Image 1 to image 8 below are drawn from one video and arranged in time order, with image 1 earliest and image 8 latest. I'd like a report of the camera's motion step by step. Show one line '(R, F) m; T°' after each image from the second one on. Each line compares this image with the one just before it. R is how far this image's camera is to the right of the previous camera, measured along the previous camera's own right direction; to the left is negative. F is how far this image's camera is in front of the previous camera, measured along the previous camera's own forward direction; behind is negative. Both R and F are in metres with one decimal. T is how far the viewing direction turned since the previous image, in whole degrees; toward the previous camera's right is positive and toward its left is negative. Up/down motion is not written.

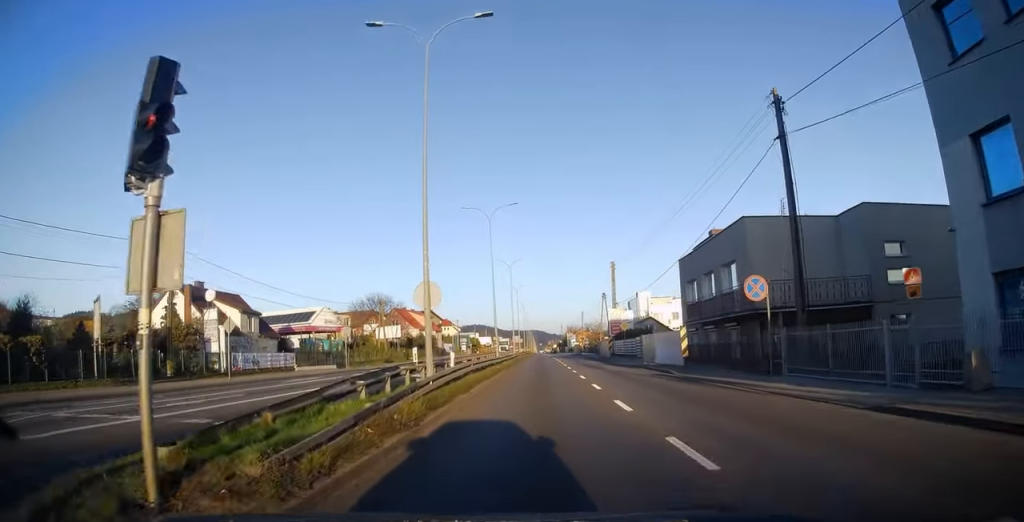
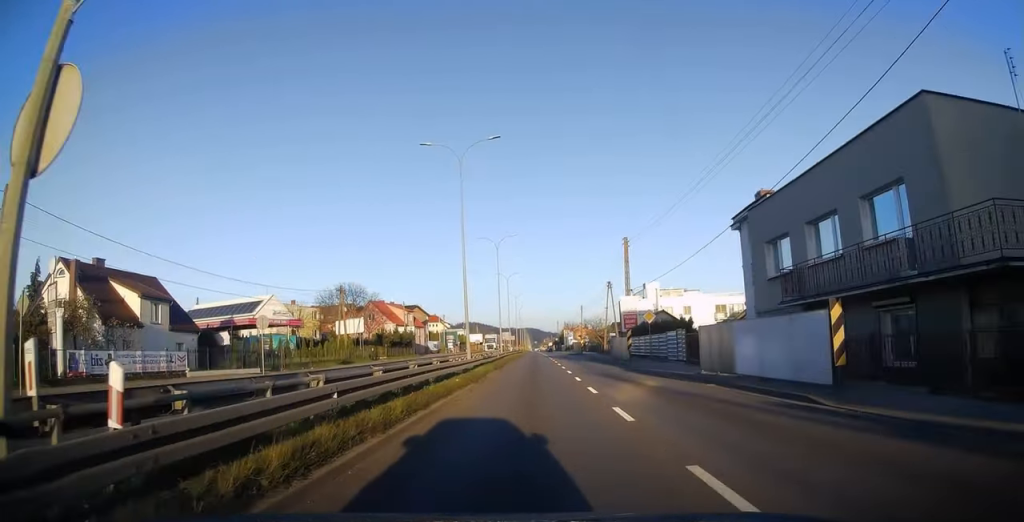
(0.0, +13.8) m; 0°
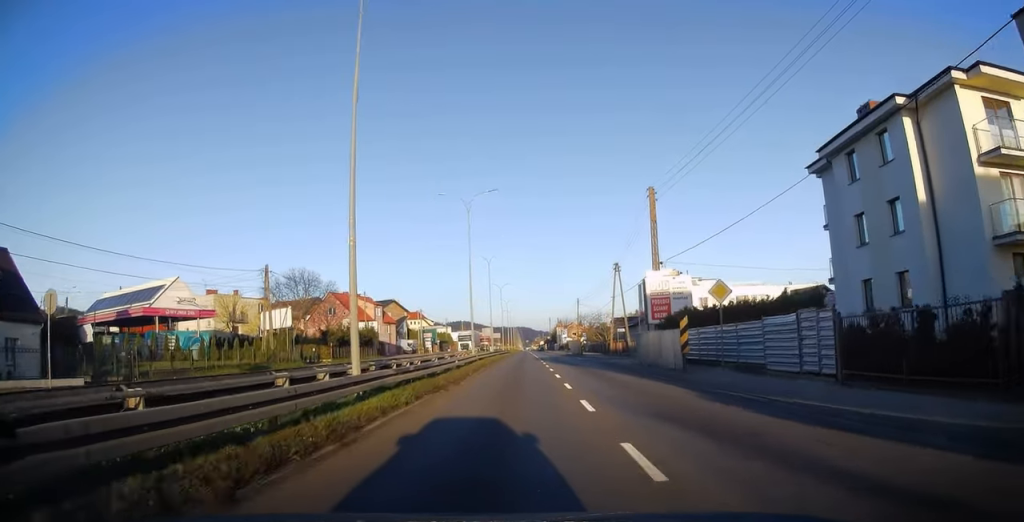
(+0.1, +16.3) m; +1°
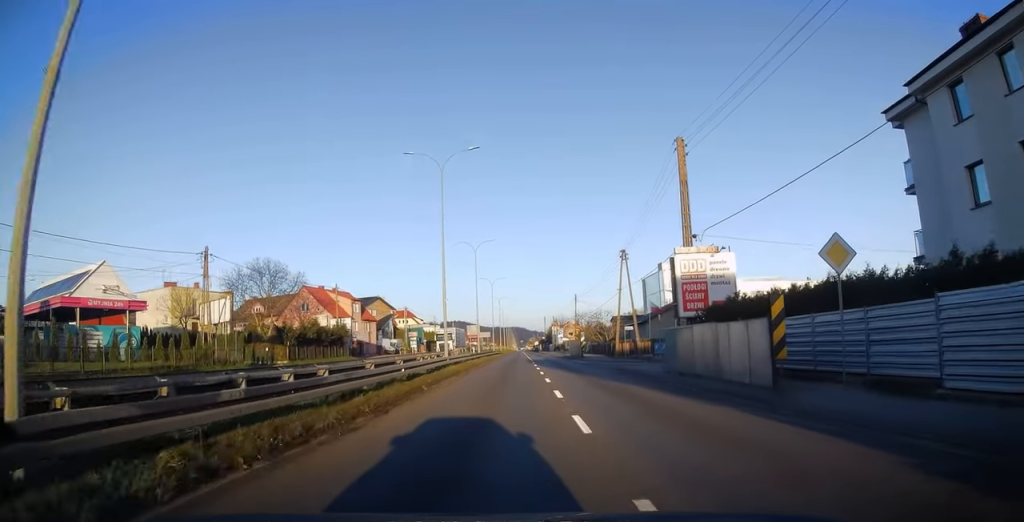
(+0.1, +8.9) m; 0°
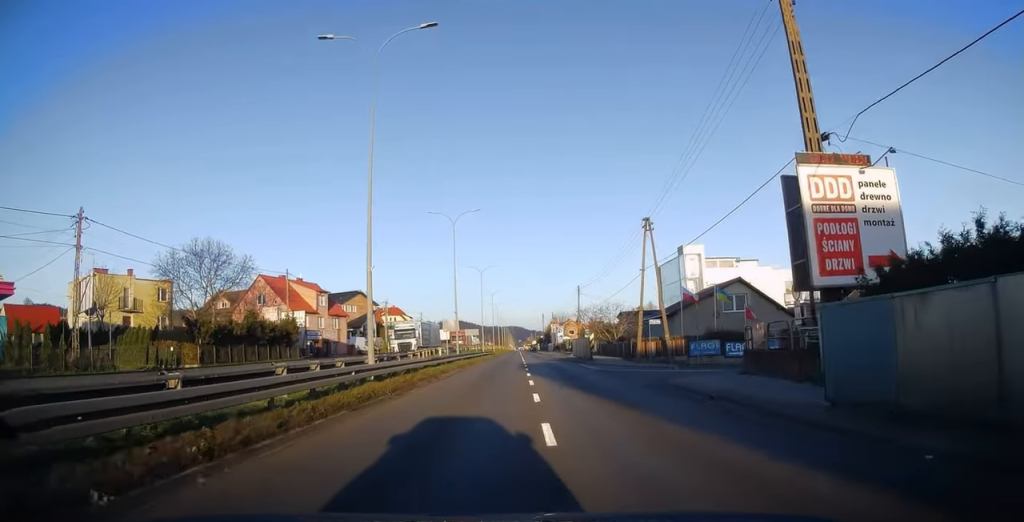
(+0.1, +13.0) m; 0°
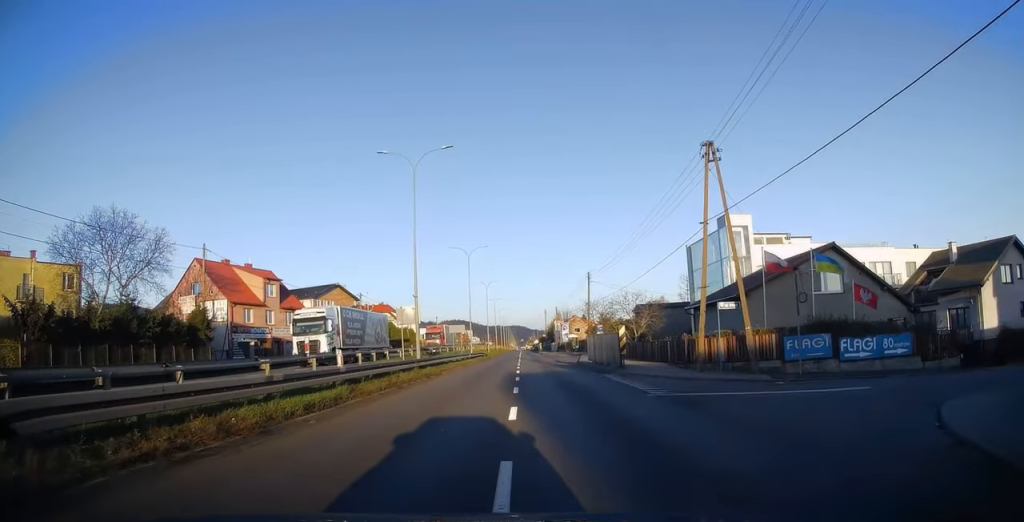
(-0.1, +14.9) m; 0°
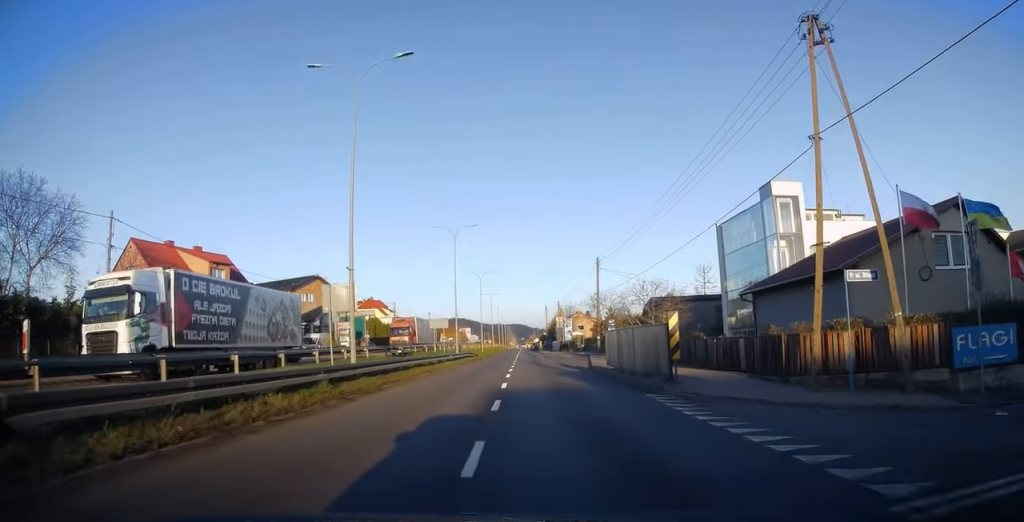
(+0.2, +10.6) m; 0°
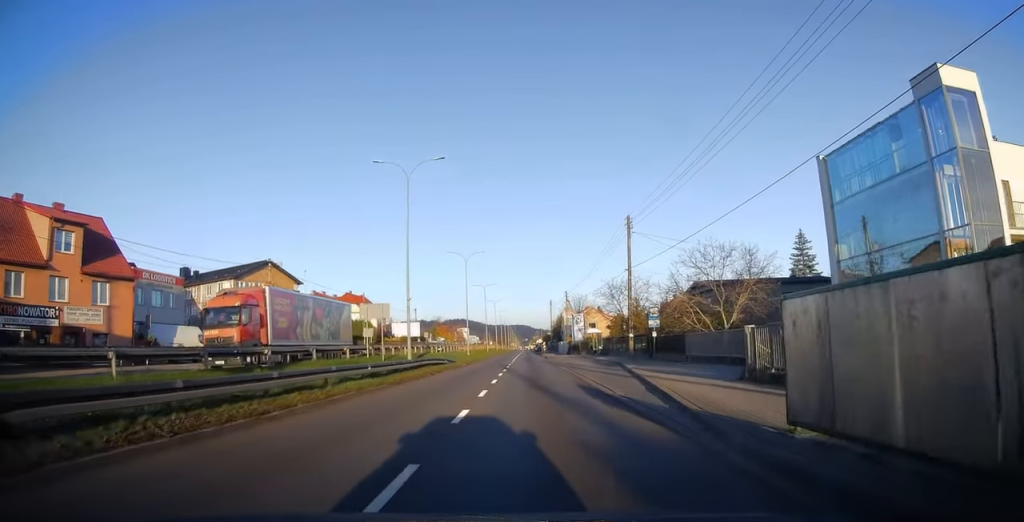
(-0.3, +19.6) m; 0°
